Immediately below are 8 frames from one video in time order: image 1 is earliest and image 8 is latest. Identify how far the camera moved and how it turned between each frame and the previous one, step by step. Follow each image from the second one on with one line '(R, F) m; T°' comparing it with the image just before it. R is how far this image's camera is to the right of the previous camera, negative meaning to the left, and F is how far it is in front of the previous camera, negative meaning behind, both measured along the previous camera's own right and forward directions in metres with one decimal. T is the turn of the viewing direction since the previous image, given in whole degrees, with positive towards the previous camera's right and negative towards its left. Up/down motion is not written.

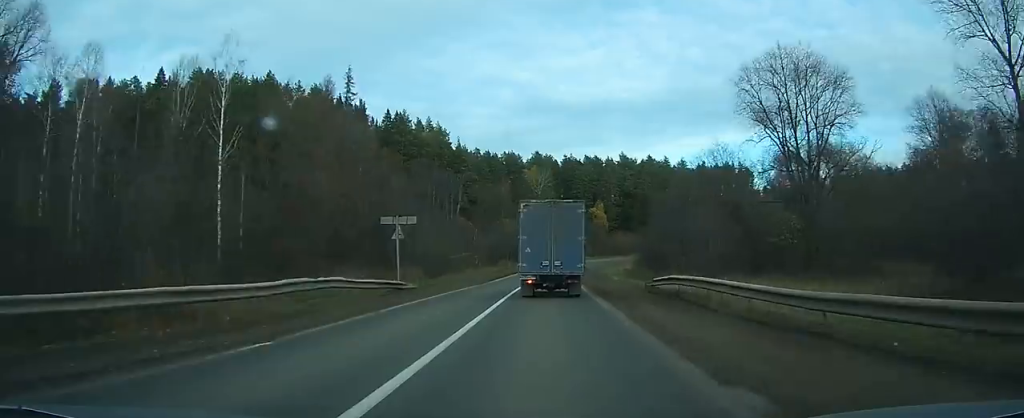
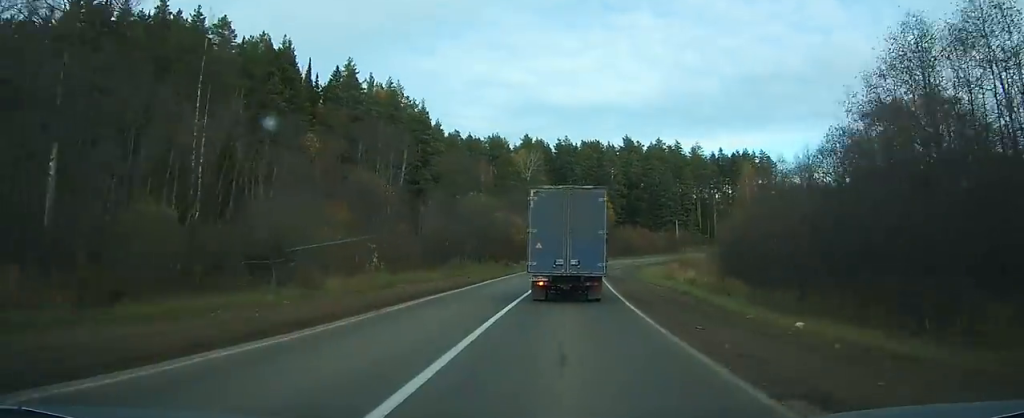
(+0.2, +38.9) m; +1°
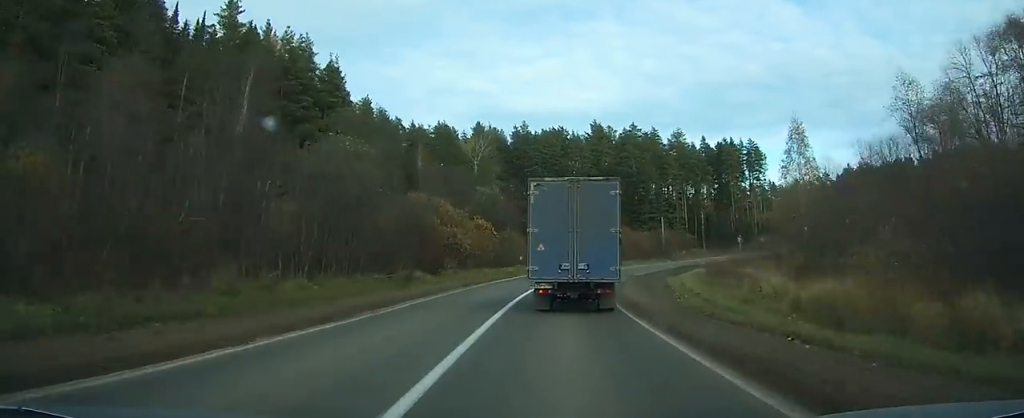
(+0.3, +34.3) m; +2°
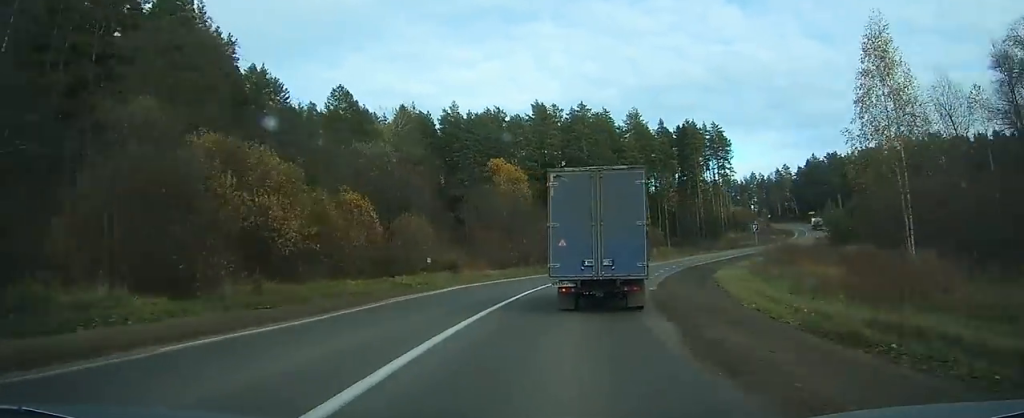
(+0.7, +28.3) m; +5°
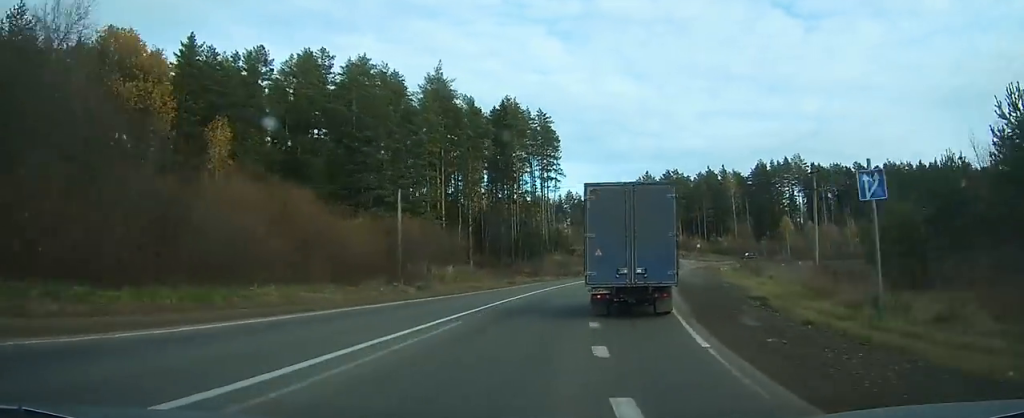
(+5.3, +48.5) m; +15°
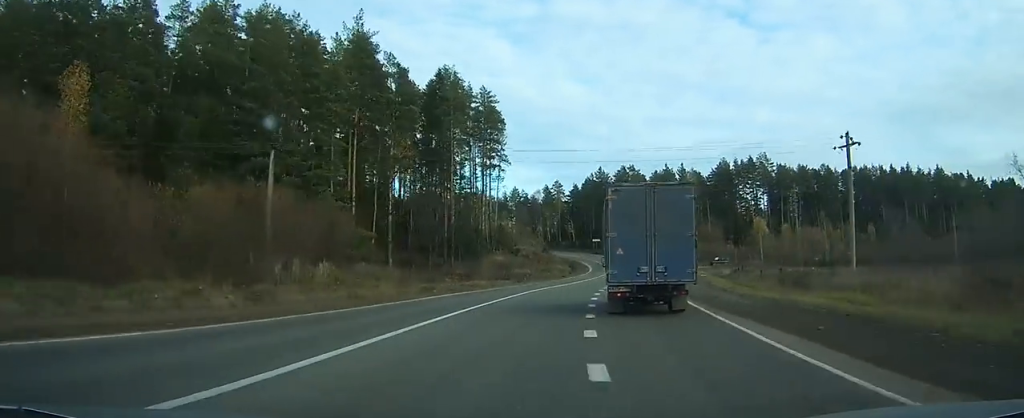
(+1.5, +18.3) m; +6°
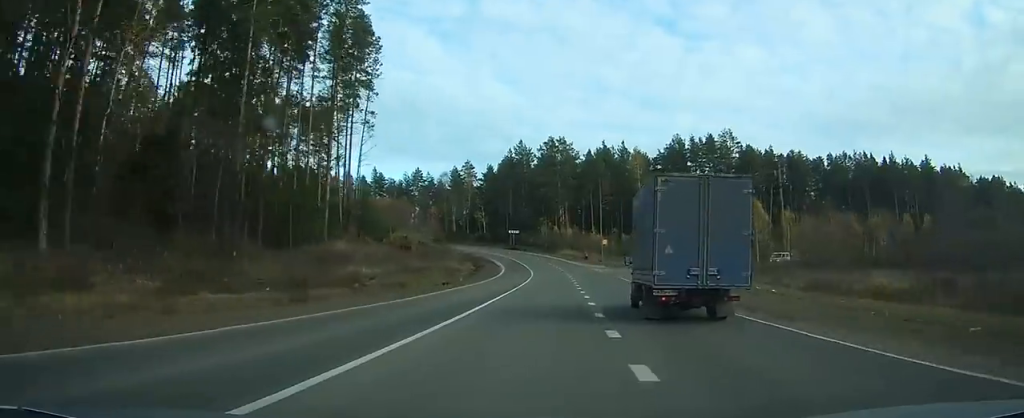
(+4.3, +42.5) m; +10°
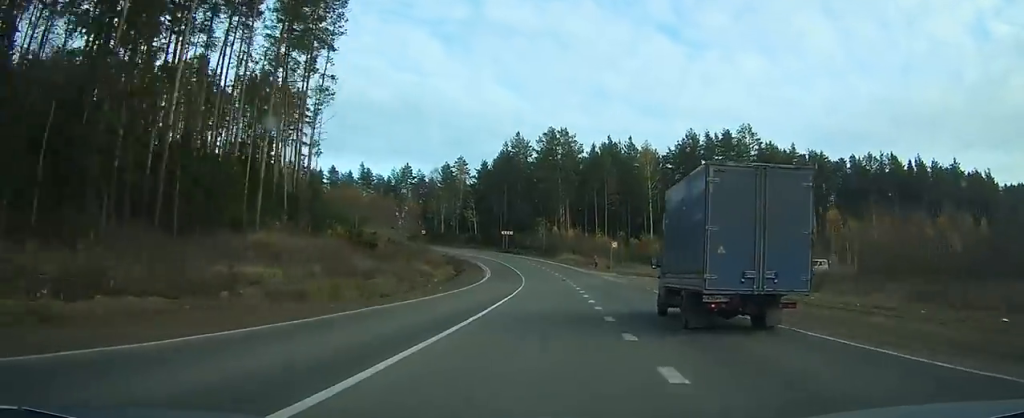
(+0.7, +15.2) m; +1°
